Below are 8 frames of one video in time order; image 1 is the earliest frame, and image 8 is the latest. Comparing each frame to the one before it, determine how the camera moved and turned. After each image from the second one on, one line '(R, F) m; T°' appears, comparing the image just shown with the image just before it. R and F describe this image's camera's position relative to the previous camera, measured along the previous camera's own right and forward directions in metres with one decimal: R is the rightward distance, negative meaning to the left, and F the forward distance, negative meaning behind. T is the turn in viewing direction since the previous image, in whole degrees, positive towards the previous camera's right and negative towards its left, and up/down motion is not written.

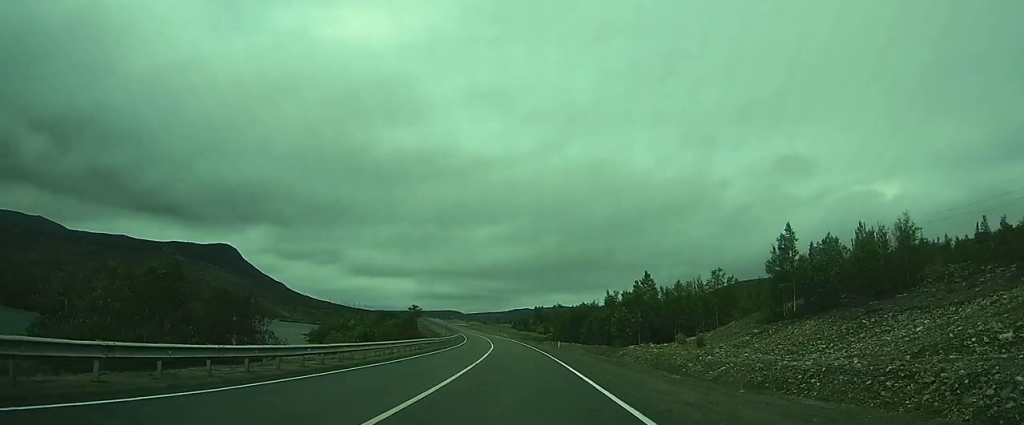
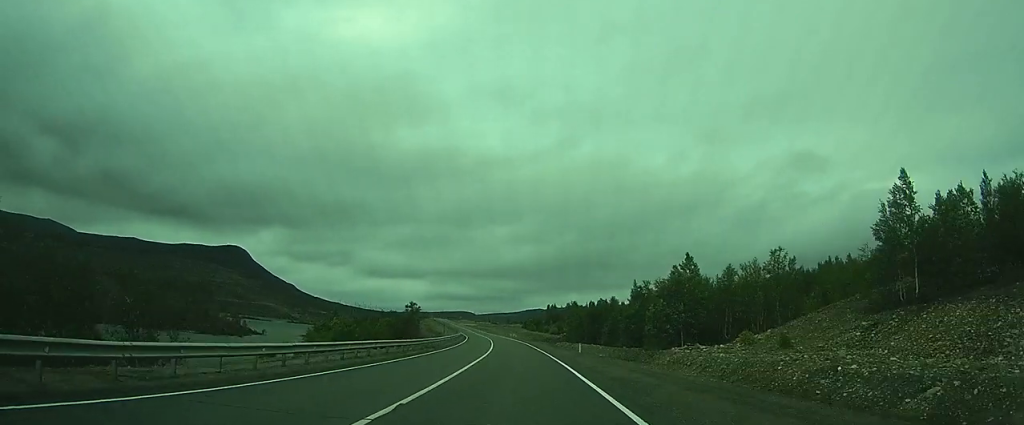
(+0.5, +17.1) m; +1°
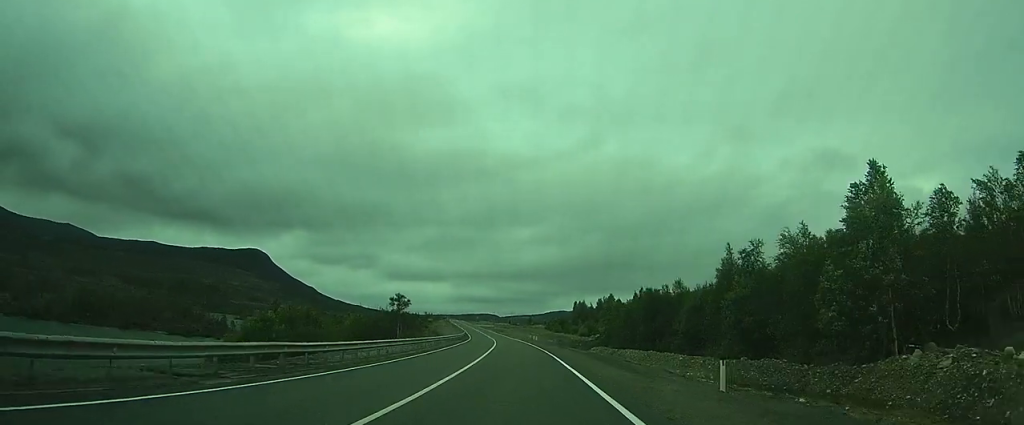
(-0.2, +32.4) m; -1°
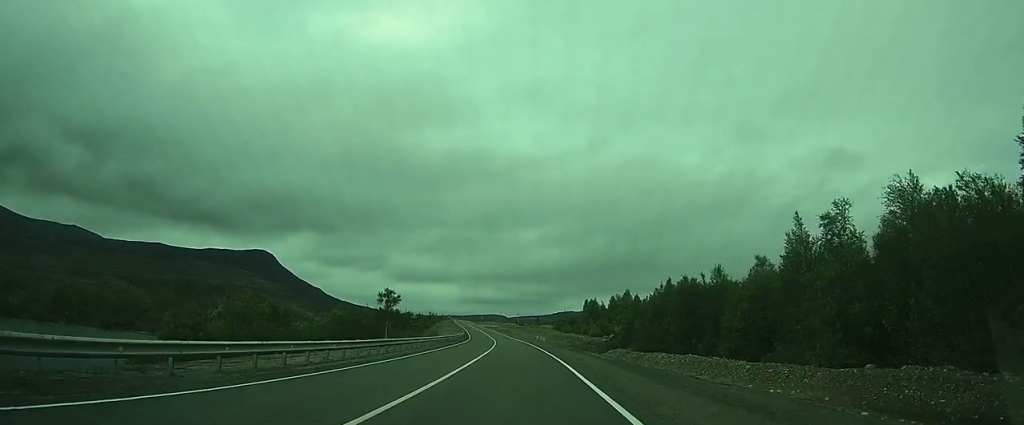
(-0.1, +12.3) m; -1°
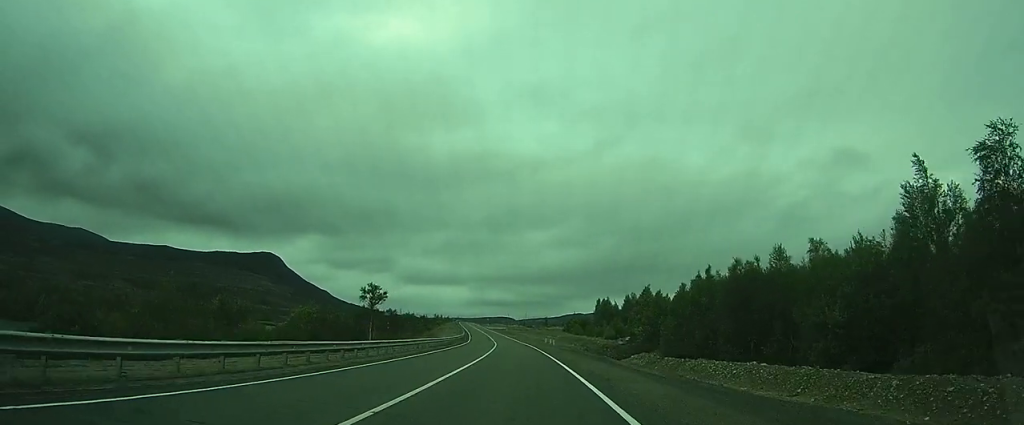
(0.0, +12.2) m; 0°
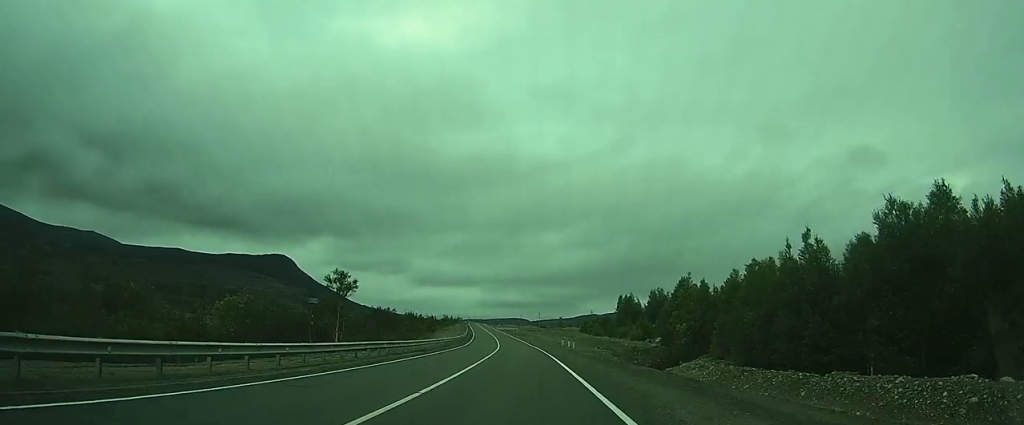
(-0.1, +16.9) m; 0°
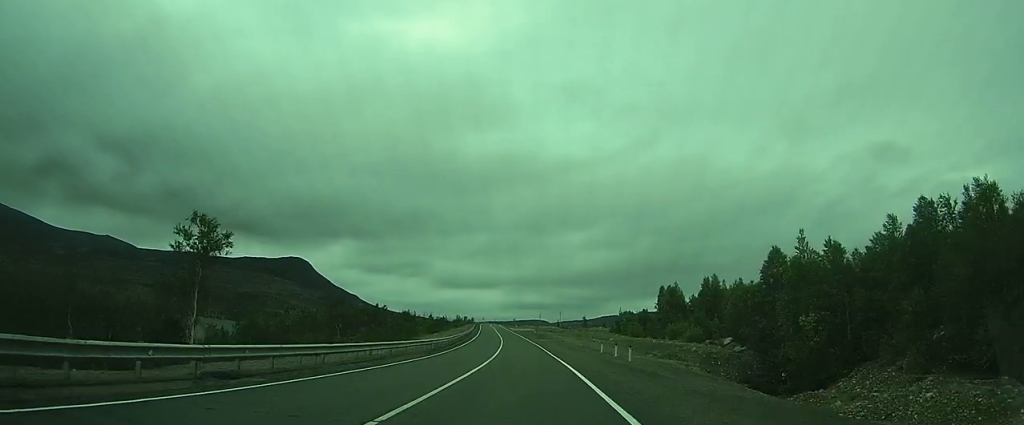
(-0.1, +27.3) m; -1°
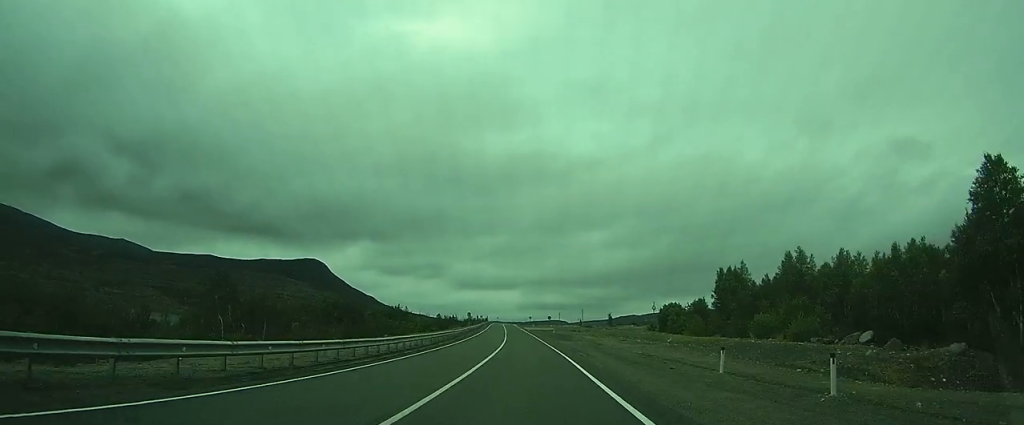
(-0.6, +27.4) m; -2°
